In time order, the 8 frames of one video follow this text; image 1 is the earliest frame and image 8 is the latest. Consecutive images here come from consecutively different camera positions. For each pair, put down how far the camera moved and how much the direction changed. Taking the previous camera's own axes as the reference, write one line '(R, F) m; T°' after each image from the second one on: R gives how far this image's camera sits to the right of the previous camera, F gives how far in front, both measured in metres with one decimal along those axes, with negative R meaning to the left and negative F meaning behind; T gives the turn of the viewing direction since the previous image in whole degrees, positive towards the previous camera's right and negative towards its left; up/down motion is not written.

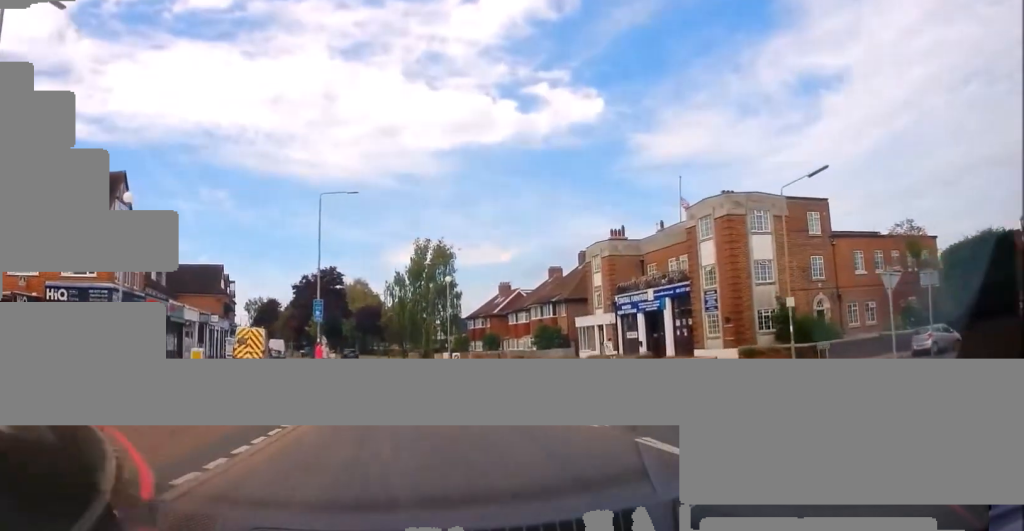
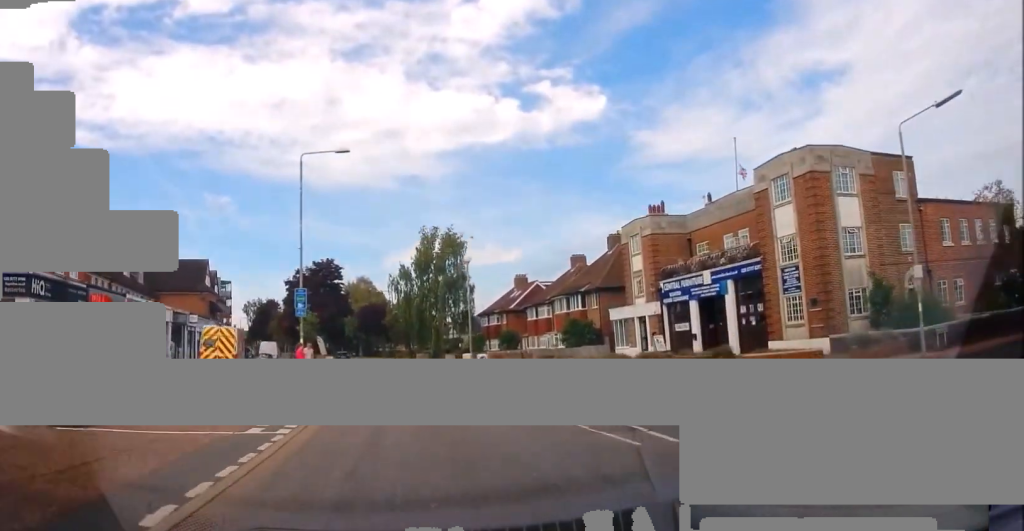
(-0.4, +8.7) m; 0°
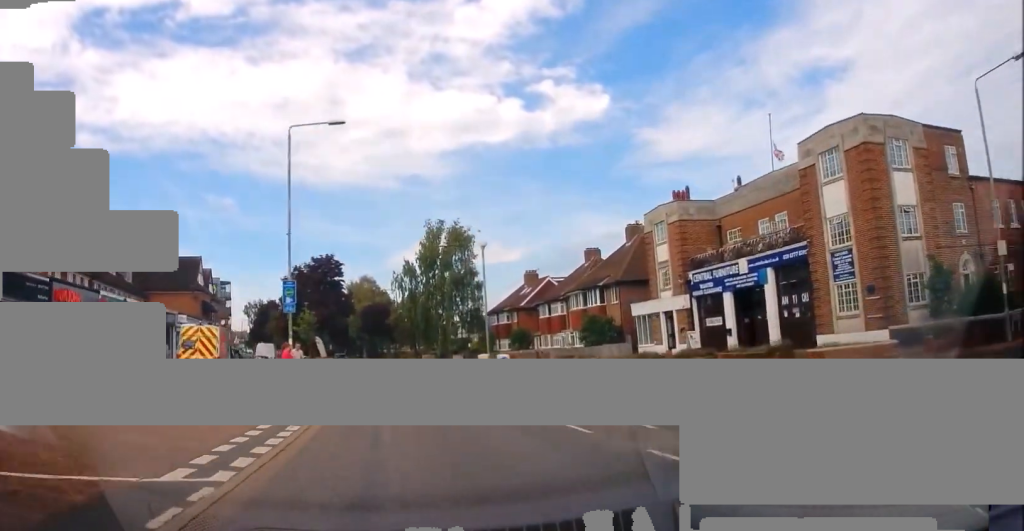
(0.0, +3.9) m; +1°
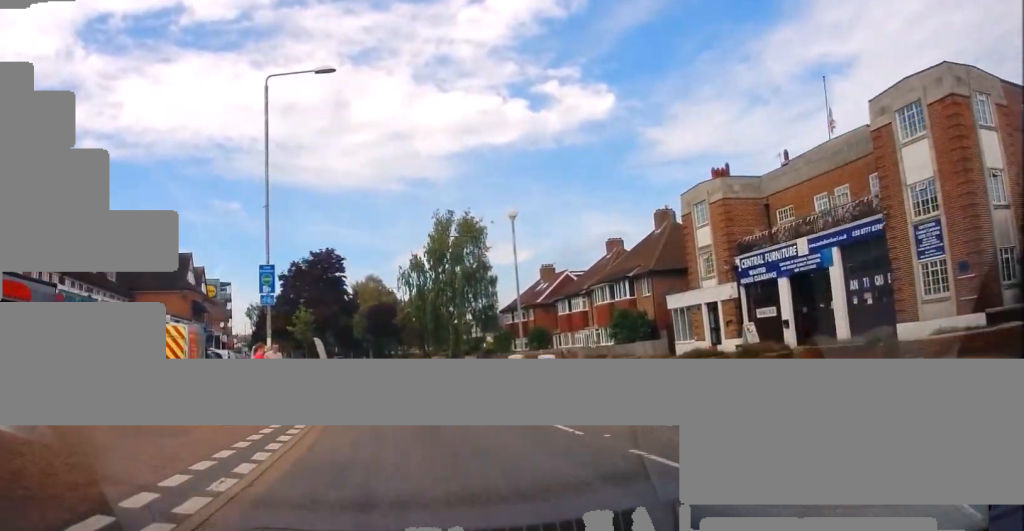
(+0.3, +5.4) m; +2°
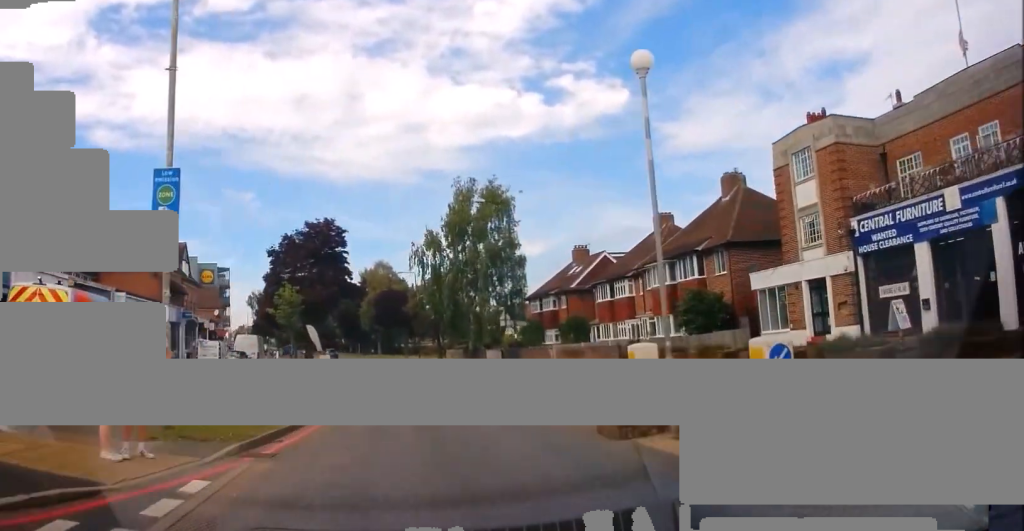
(0.0, +9.5) m; -3°
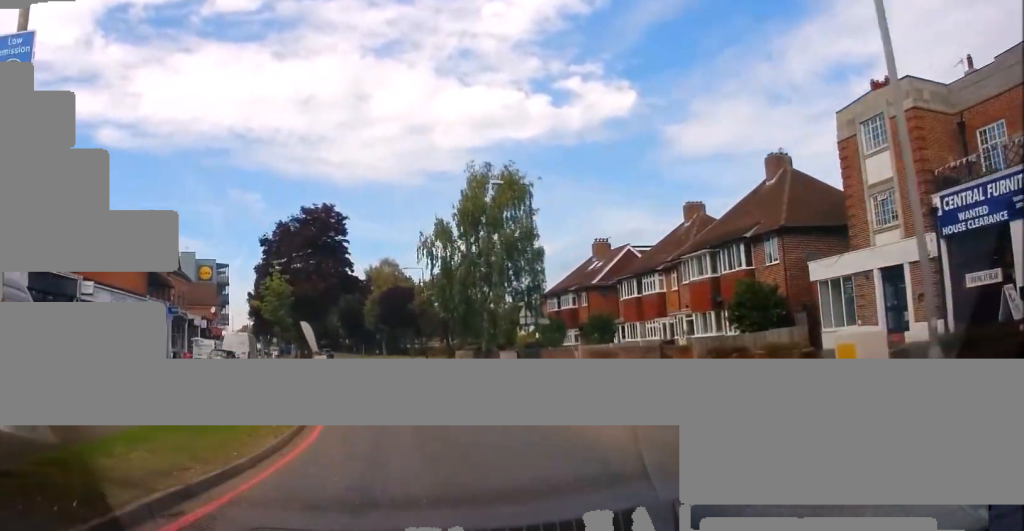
(-0.1, +4.9) m; -2°
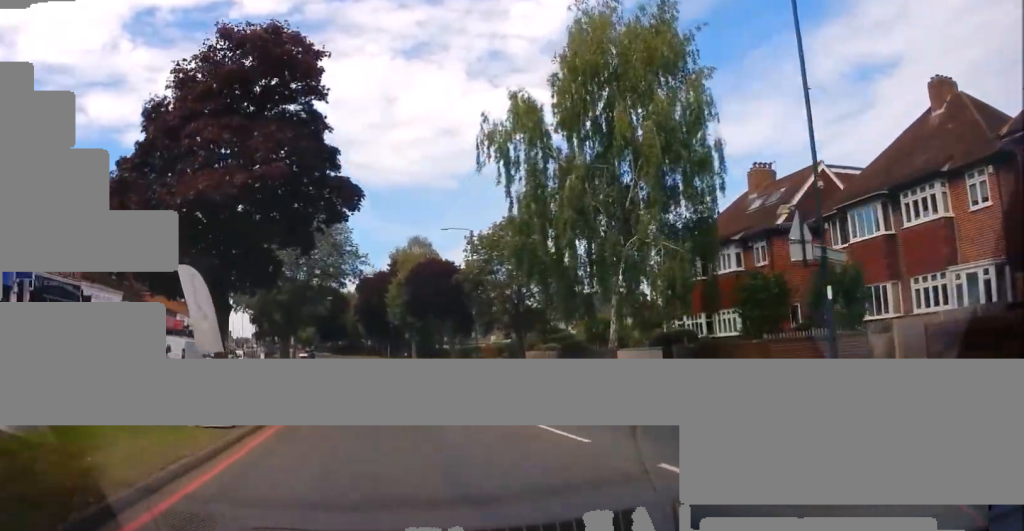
(-1.3, +24.4) m; -4°
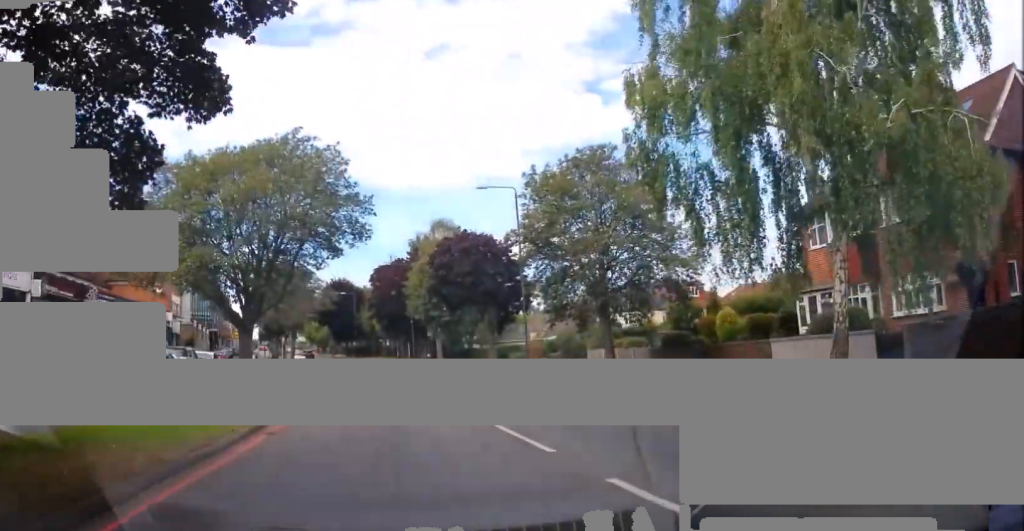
(-0.2, +12.8) m; -2°
